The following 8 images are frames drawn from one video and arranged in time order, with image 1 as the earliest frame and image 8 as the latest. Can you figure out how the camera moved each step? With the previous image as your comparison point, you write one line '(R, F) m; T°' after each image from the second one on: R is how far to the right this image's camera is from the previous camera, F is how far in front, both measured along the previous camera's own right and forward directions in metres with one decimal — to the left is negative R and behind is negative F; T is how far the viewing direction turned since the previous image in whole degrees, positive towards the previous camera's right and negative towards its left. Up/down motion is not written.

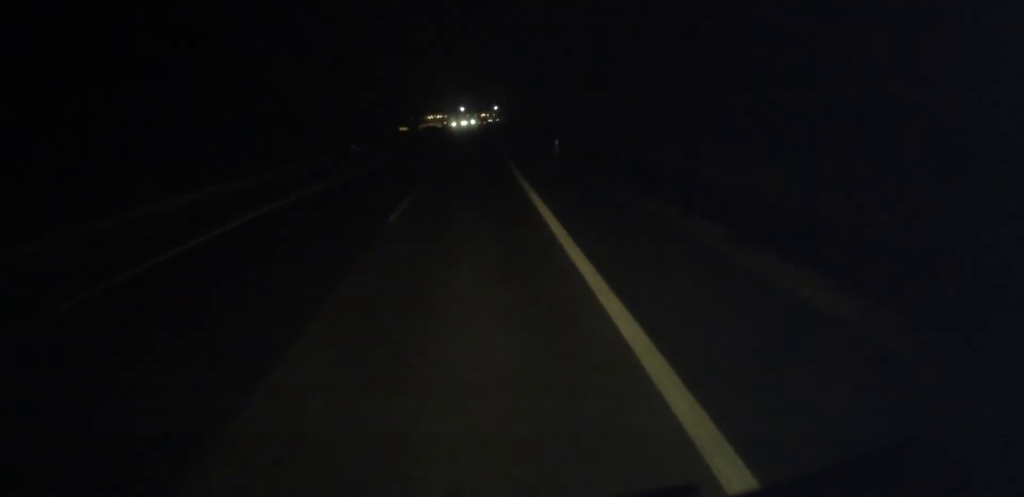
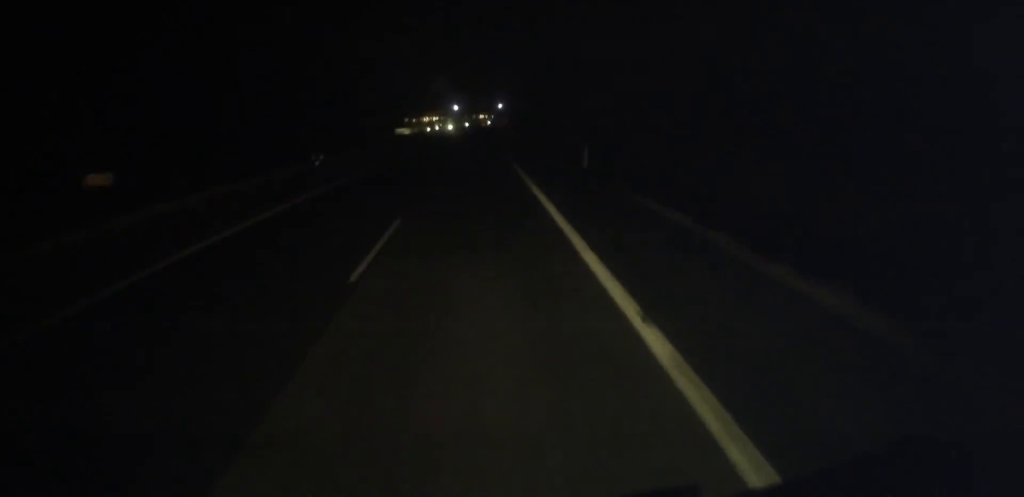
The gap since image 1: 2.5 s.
(+0.2, +59.2) m; 0°
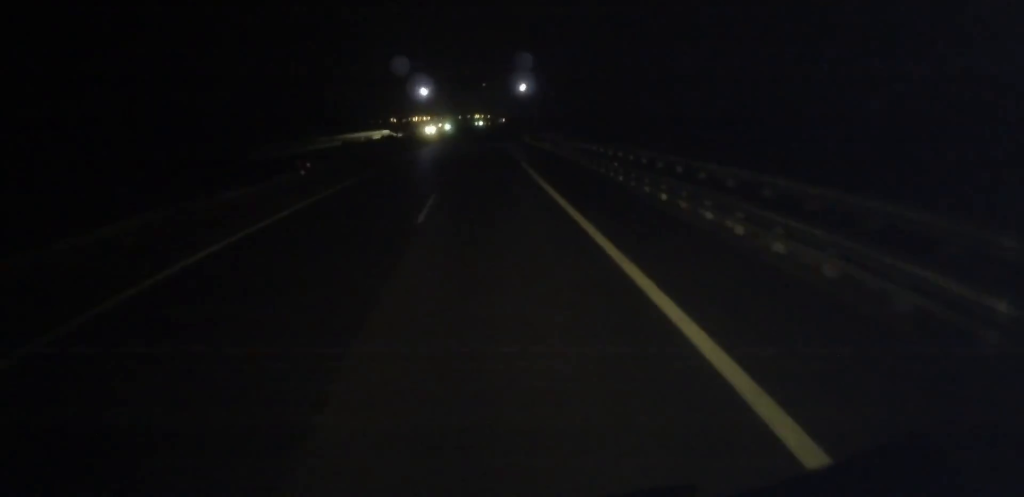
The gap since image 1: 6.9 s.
(0.0, +102.9) m; 0°
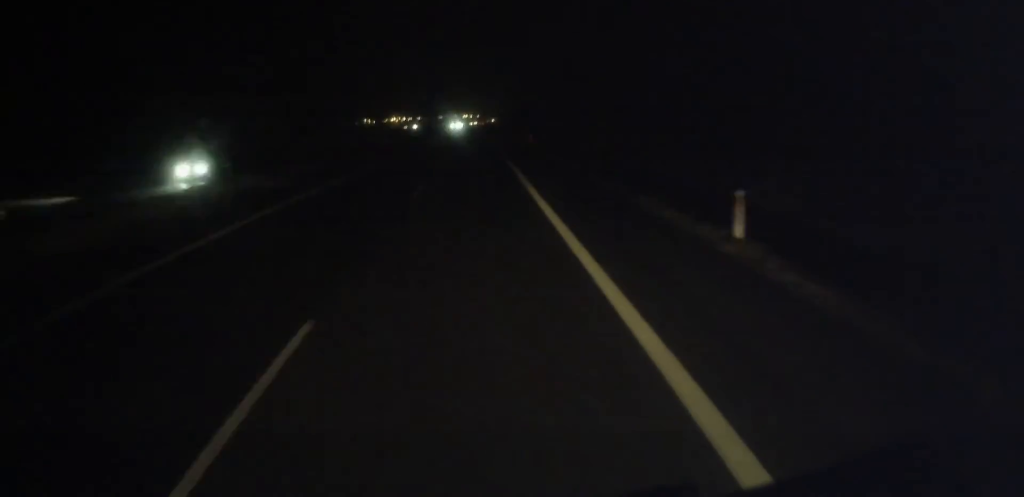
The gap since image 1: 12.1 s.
(+1.0, +121.7) m; +1°
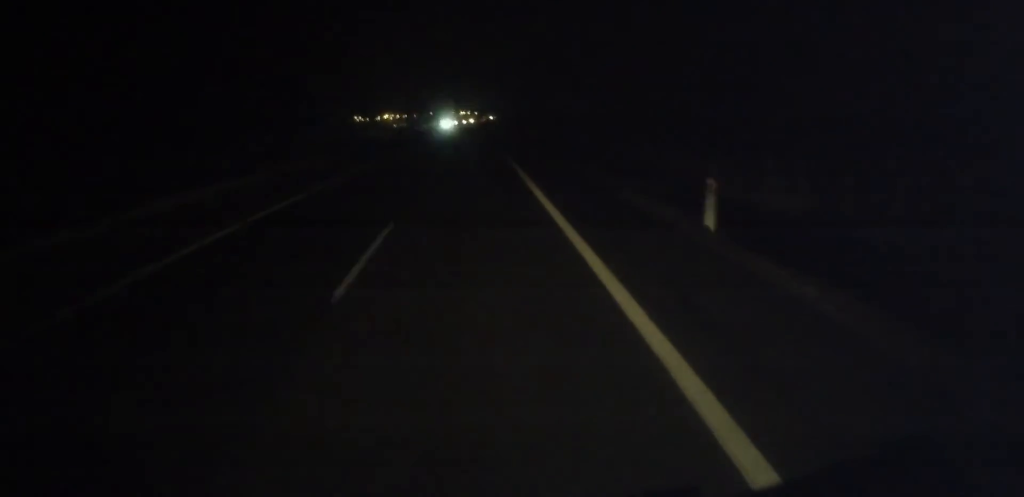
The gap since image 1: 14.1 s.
(0.0, +47.0) m; 0°
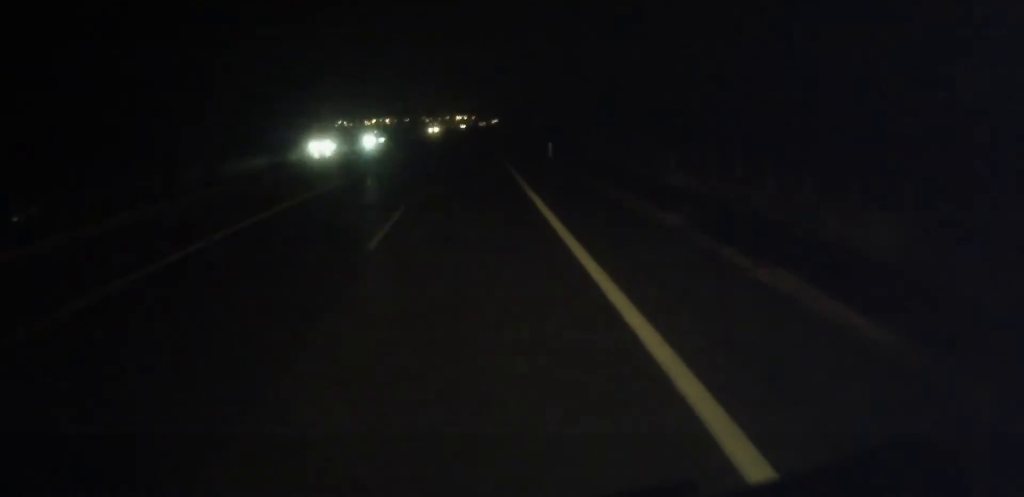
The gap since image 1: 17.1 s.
(+0.3, +69.0) m; 0°
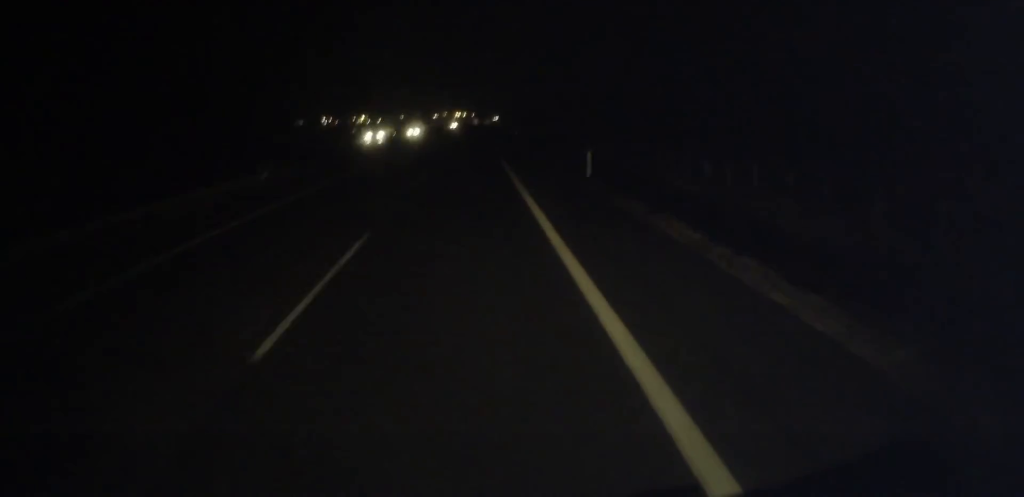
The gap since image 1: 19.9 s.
(+0.3, +66.0) m; 0°
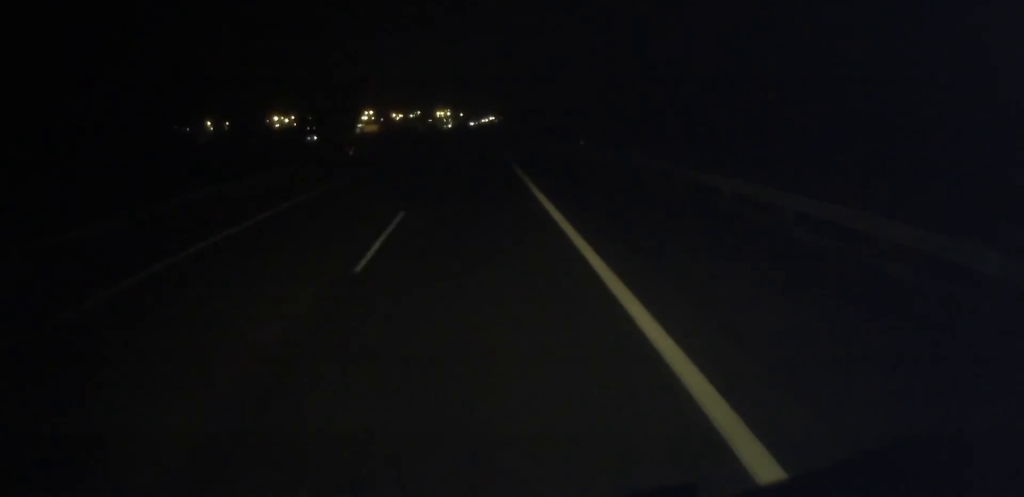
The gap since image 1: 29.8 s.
(+0.9, +236.5) m; +1°
